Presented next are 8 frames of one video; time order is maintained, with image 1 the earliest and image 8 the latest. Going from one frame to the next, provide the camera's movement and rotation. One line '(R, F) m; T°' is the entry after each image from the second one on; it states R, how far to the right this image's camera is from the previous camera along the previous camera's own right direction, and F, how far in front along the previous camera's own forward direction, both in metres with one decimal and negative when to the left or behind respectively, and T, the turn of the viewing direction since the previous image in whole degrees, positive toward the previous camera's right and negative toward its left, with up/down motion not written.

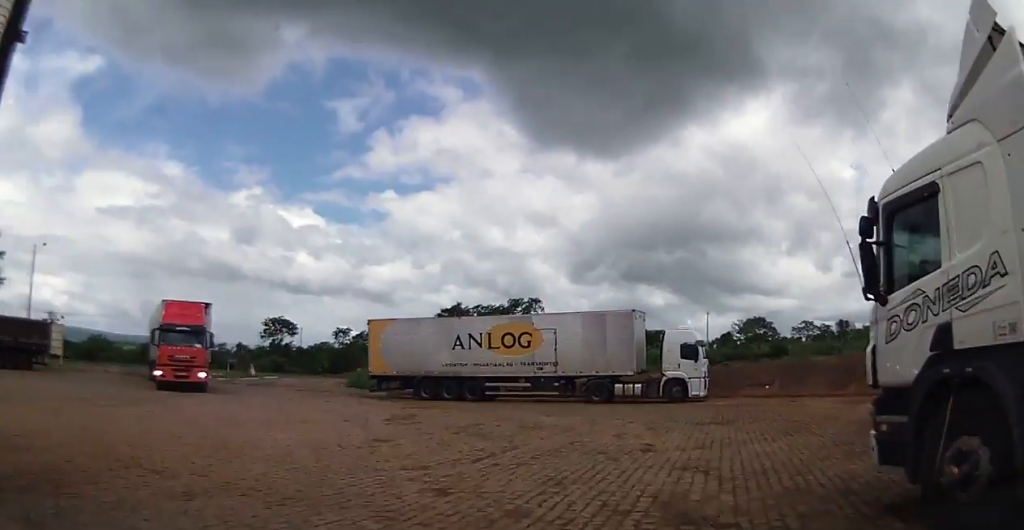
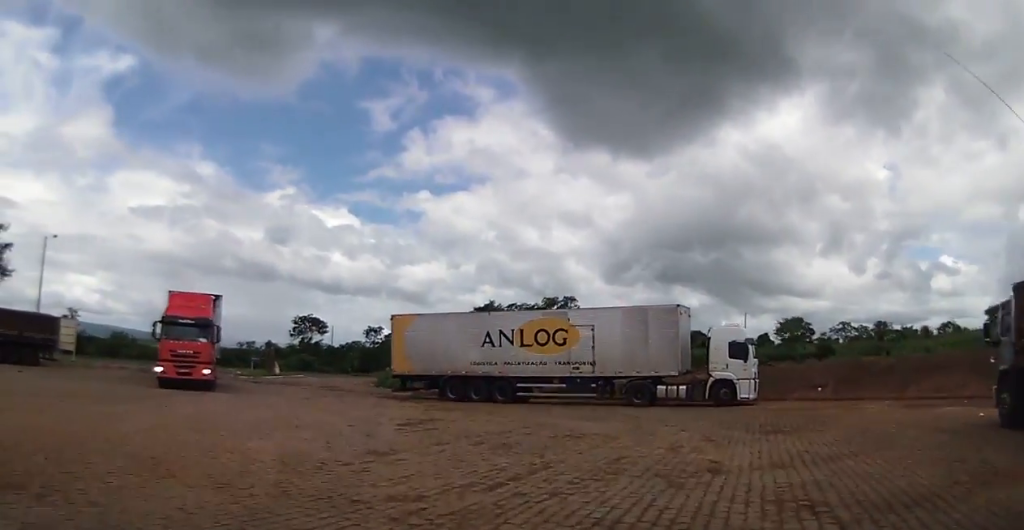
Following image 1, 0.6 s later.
(0.0, +2.7) m; +2°
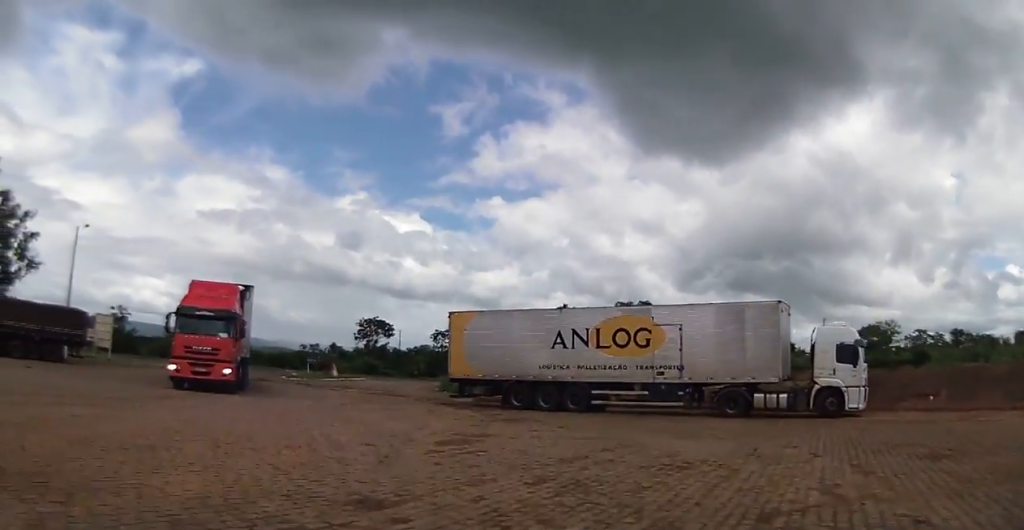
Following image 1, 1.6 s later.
(+0.1, +4.4) m; 0°
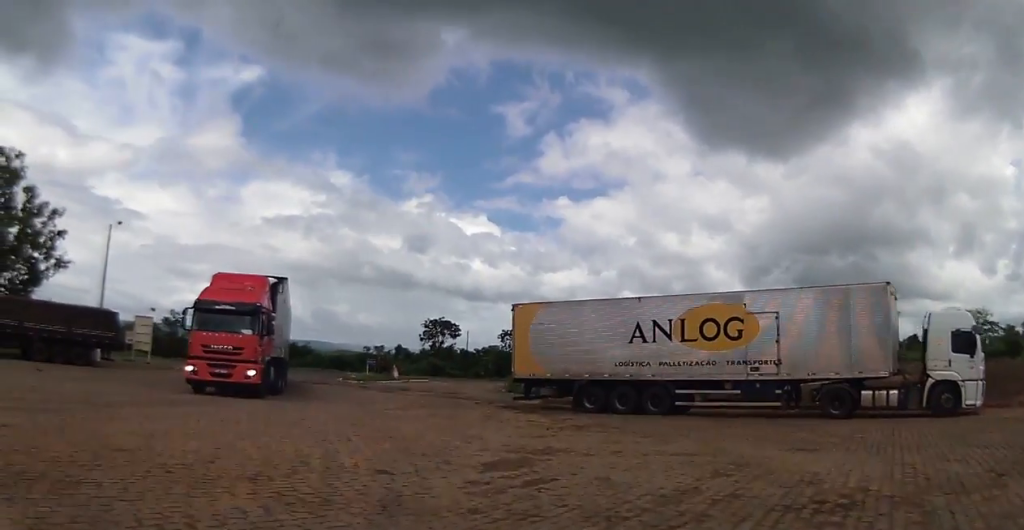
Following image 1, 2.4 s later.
(+0.2, +3.6) m; -5°
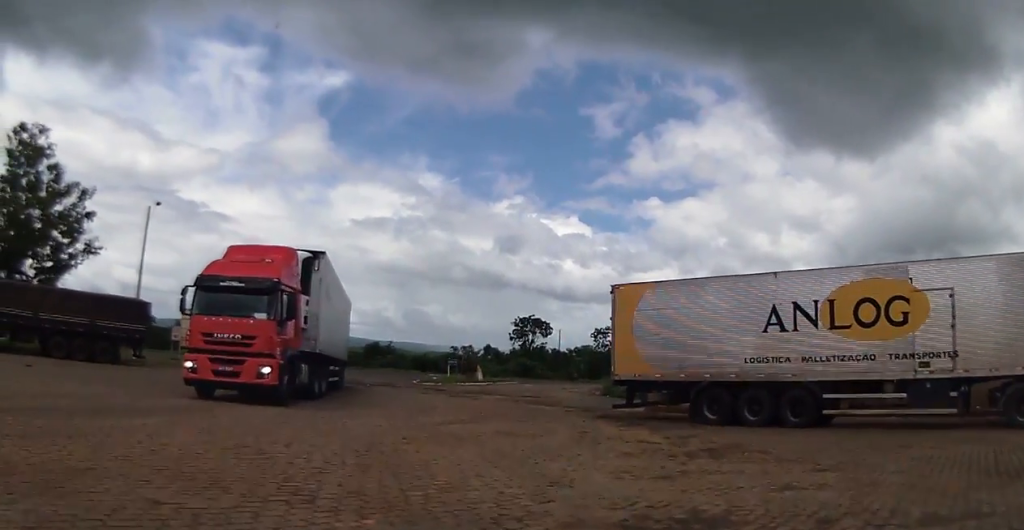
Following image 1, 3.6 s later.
(-0.9, +6.0) m; -11°
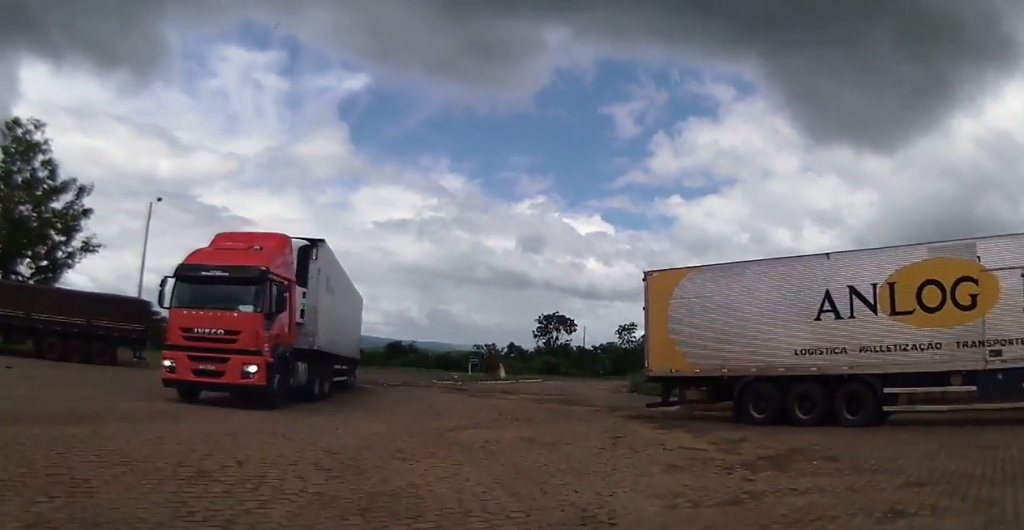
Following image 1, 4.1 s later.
(0.0, +2.4) m; -3°
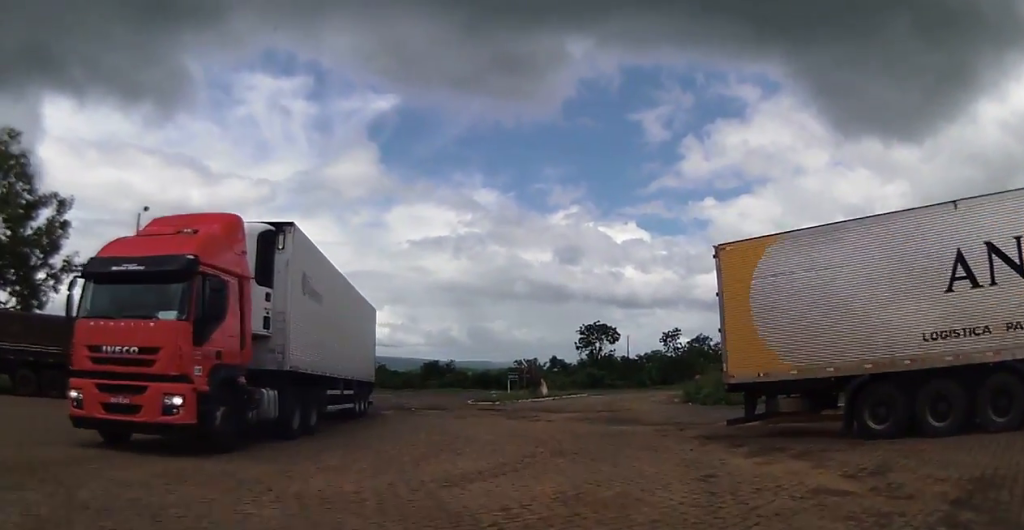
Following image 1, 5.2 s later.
(-0.4, +4.8) m; -6°
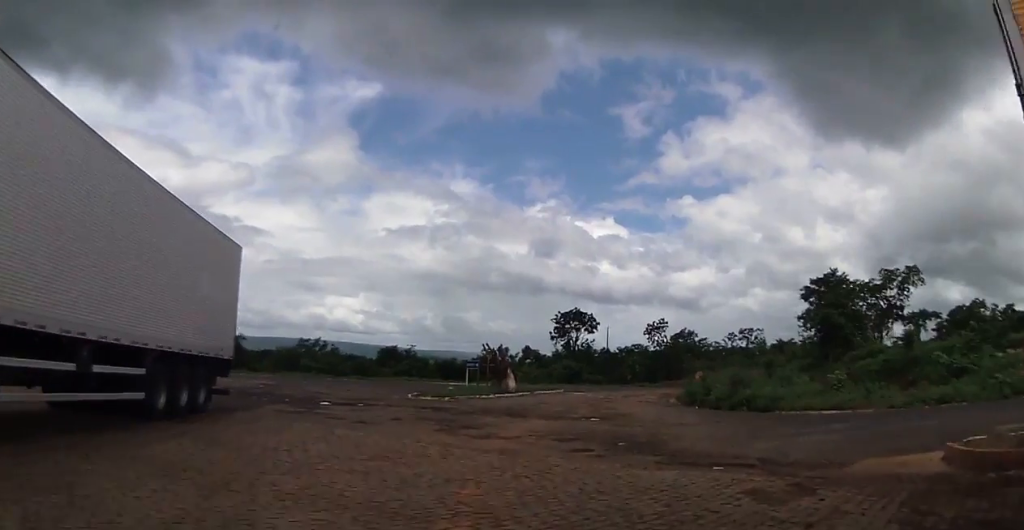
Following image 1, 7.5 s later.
(-0.2, +10.7) m; -1°
